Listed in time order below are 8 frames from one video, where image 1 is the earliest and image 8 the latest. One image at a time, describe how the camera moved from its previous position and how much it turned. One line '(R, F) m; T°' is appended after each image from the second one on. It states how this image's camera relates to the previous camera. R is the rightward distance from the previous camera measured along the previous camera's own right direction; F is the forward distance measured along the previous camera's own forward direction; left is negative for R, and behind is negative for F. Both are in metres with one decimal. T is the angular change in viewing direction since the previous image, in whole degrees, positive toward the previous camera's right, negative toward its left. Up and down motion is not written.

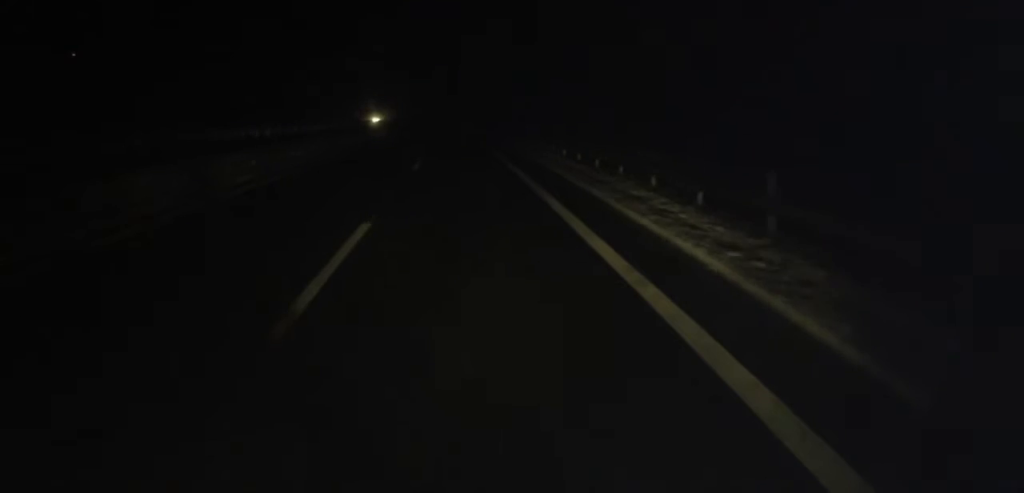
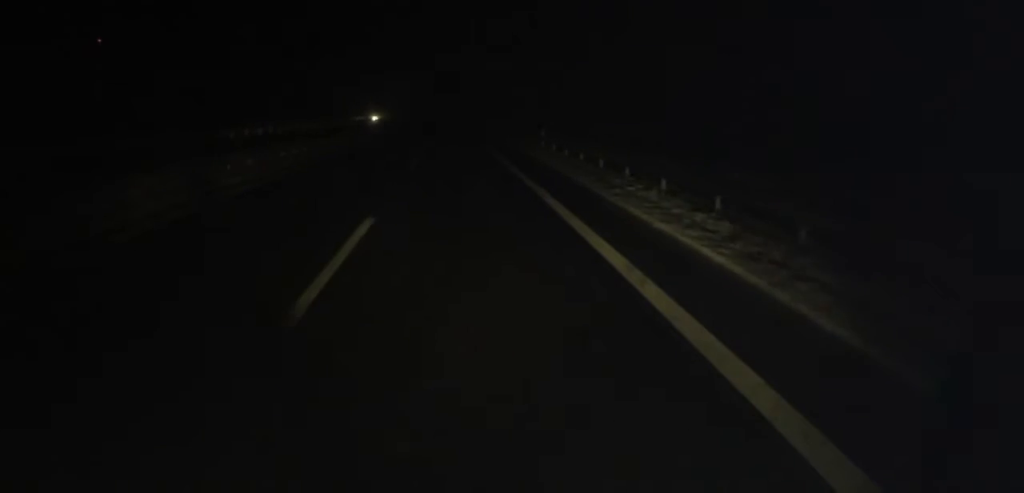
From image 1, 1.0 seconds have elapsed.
(0.0, +17.2) m; 0°
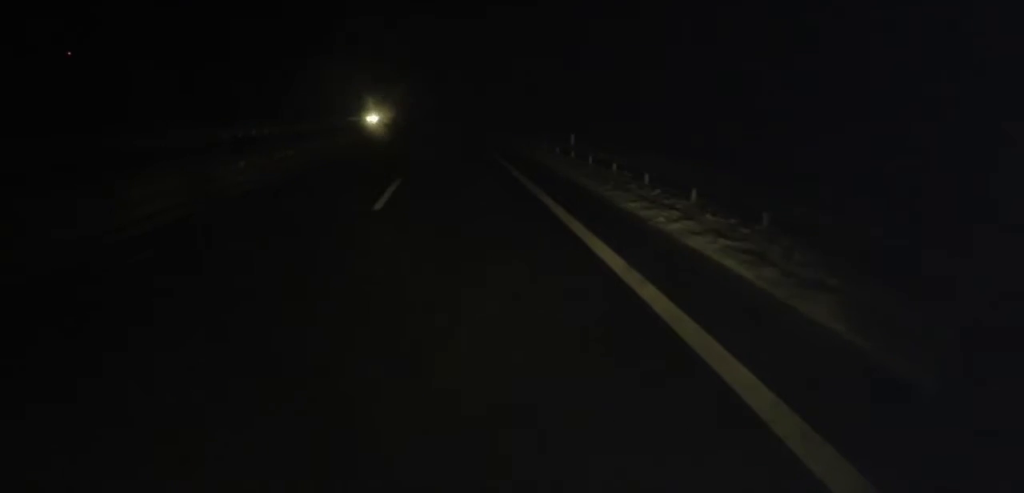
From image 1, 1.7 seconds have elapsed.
(0.0, +10.6) m; 0°
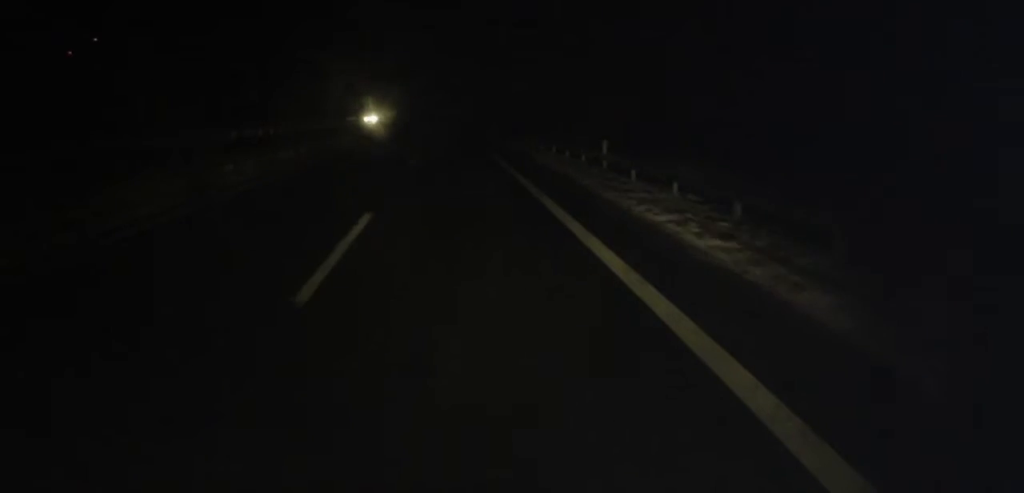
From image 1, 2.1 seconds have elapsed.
(0.0, +6.7) m; 0°
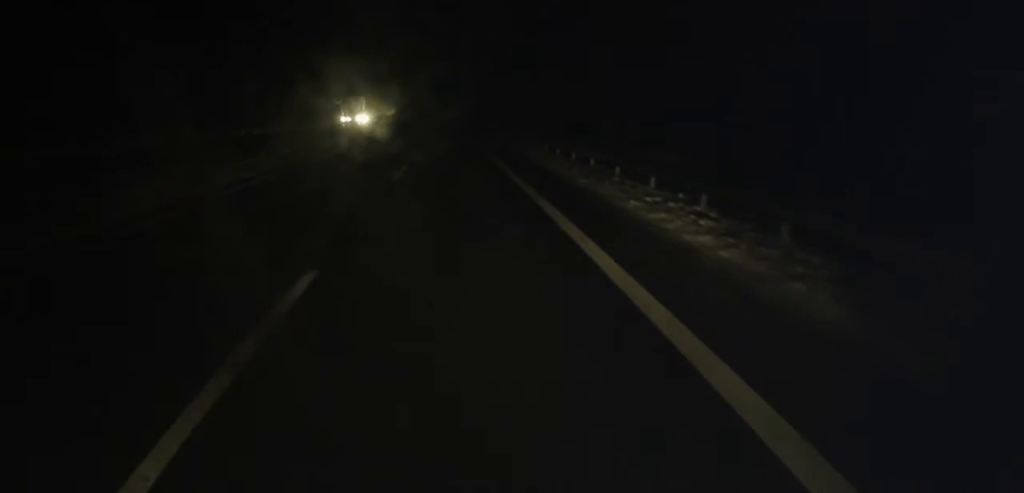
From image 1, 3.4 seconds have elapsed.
(0.0, +22.2) m; 0°
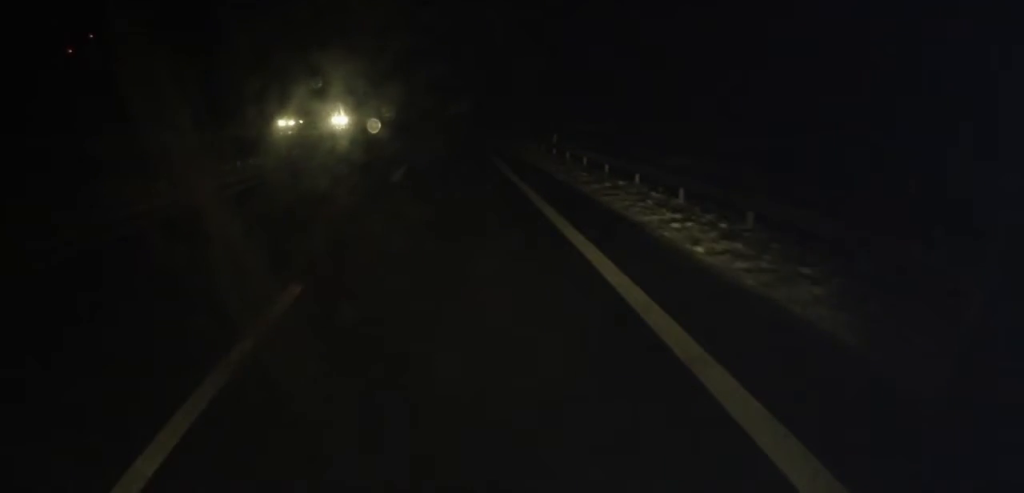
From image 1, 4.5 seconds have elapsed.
(0.0, +18.4) m; -1°
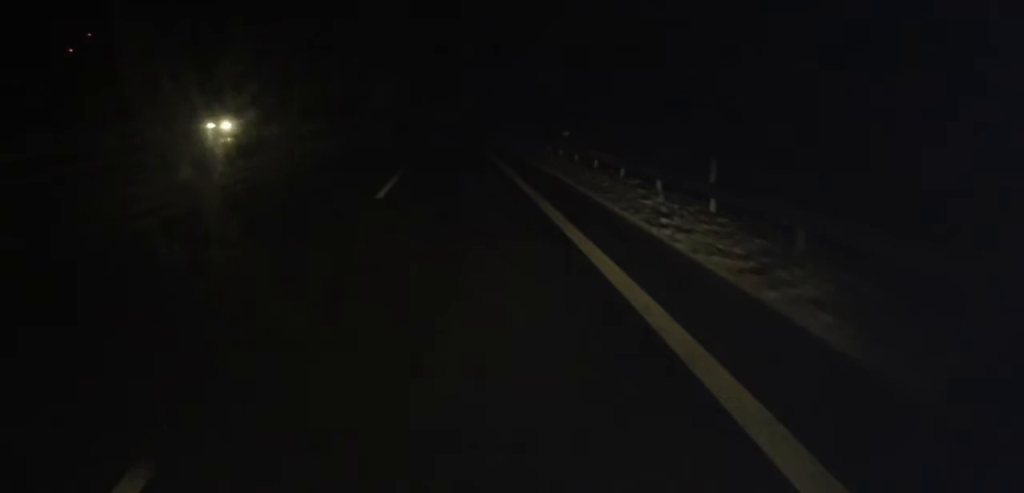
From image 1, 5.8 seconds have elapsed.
(-0.6, +21.9) m; -1°
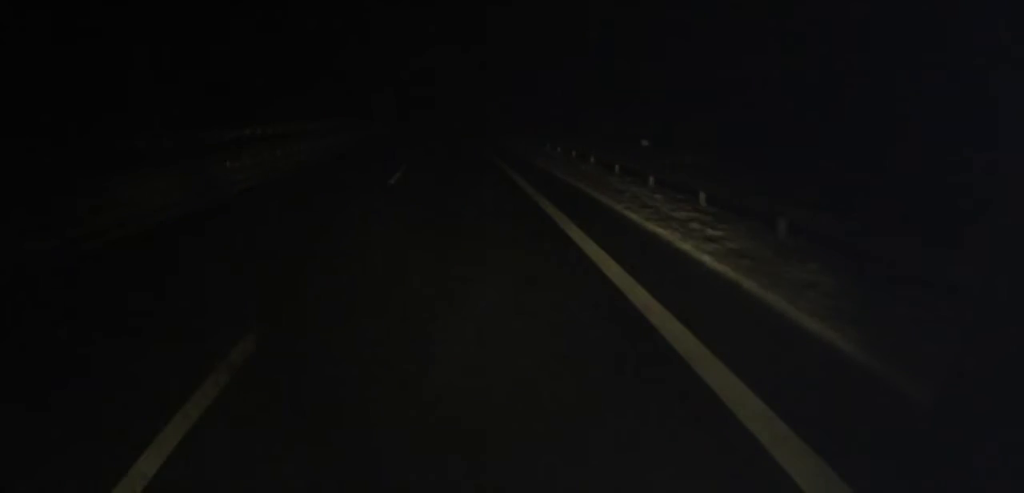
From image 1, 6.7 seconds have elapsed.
(+0.4, +15.3) m; 0°
